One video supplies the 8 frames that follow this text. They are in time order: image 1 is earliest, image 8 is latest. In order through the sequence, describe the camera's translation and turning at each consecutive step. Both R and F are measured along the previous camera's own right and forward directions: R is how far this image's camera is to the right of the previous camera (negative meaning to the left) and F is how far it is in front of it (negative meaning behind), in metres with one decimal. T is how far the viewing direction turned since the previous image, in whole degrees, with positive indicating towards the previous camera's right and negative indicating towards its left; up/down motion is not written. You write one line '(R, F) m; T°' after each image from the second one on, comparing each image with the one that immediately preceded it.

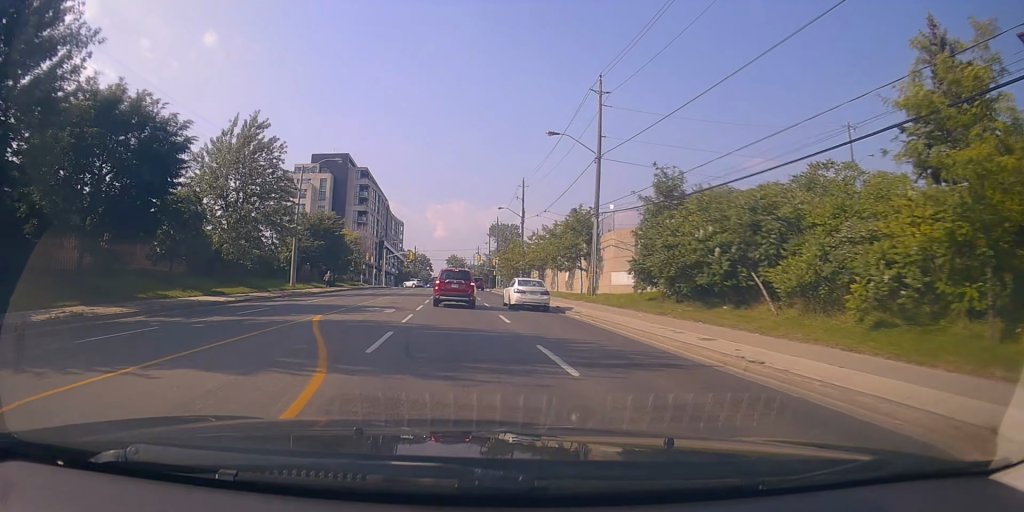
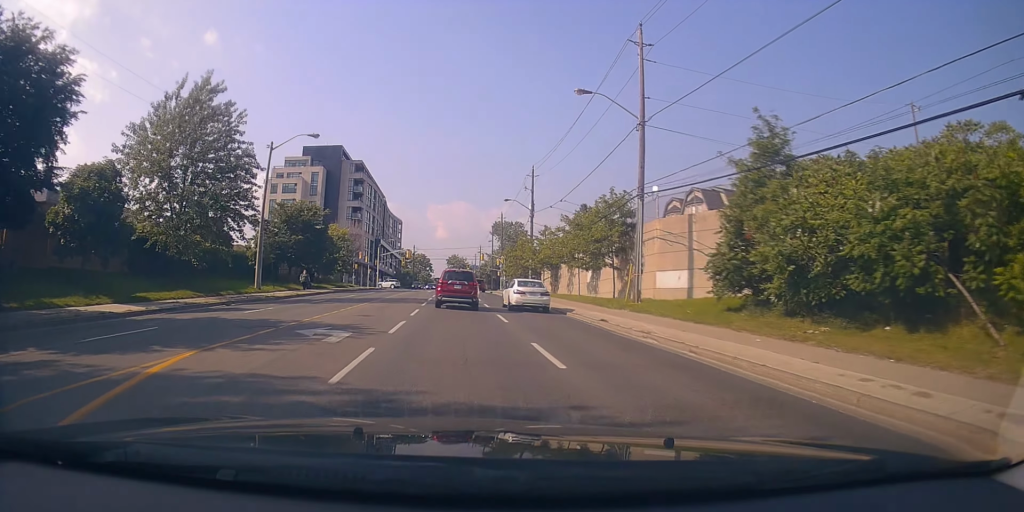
(-0.1, +8.7) m; 0°
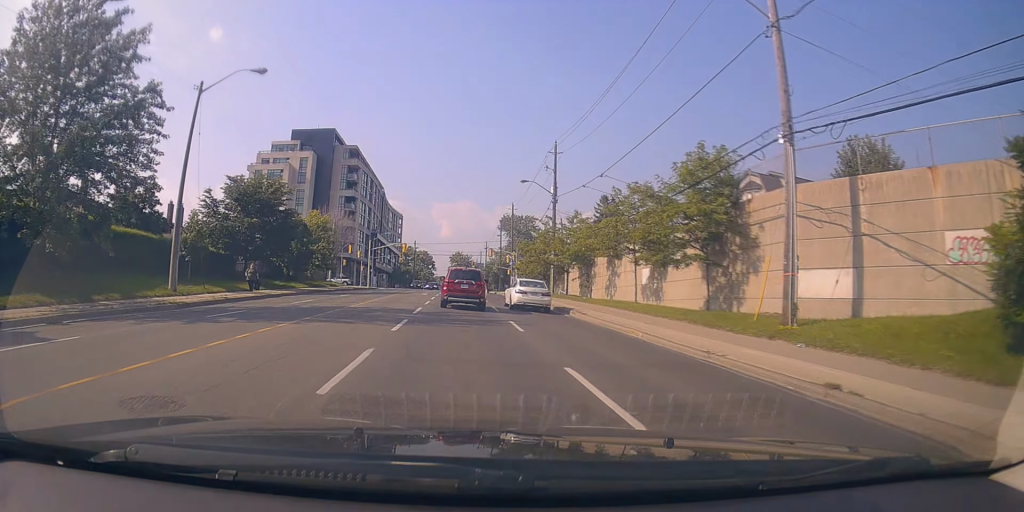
(0.0, +12.7) m; +1°
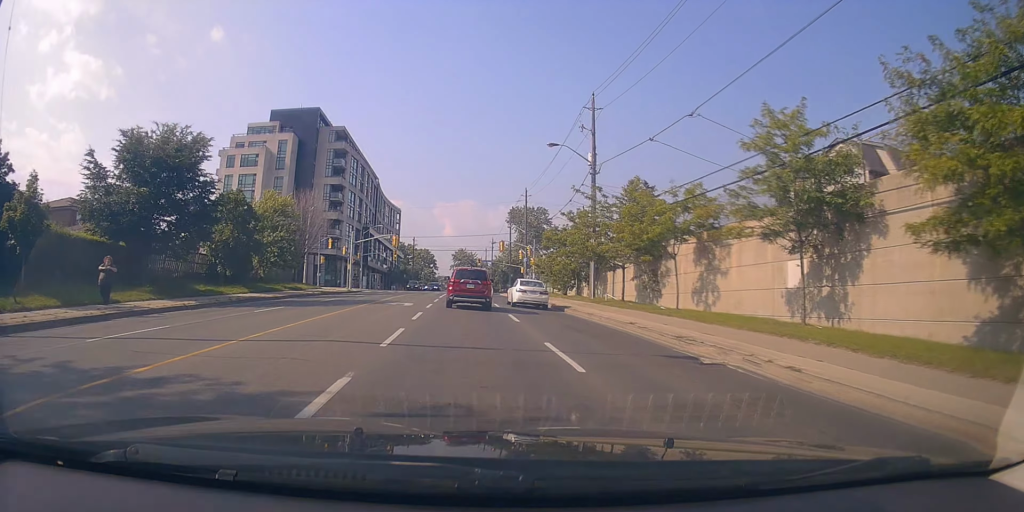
(+0.3, +15.3) m; +1°
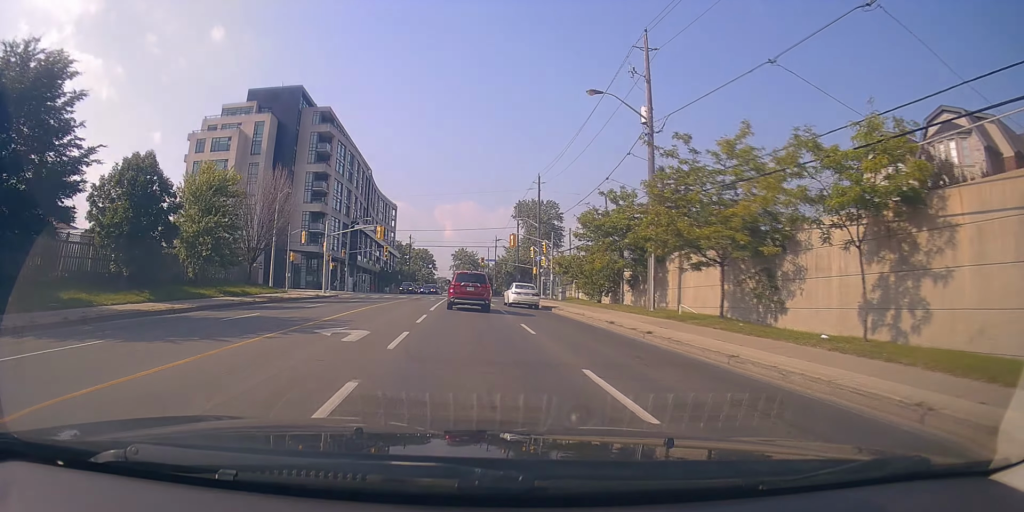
(-0.2, +12.2) m; -1°
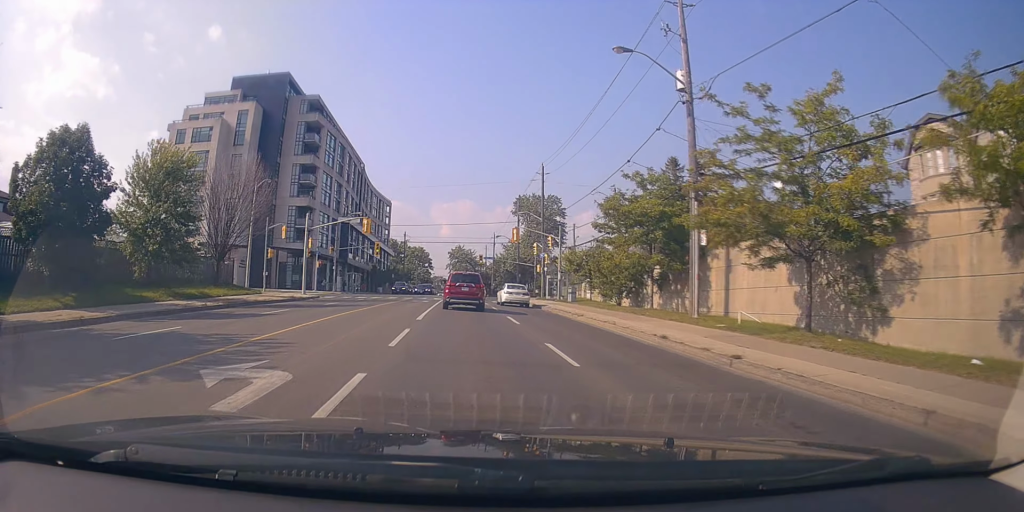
(+0.1, +5.8) m; -2°
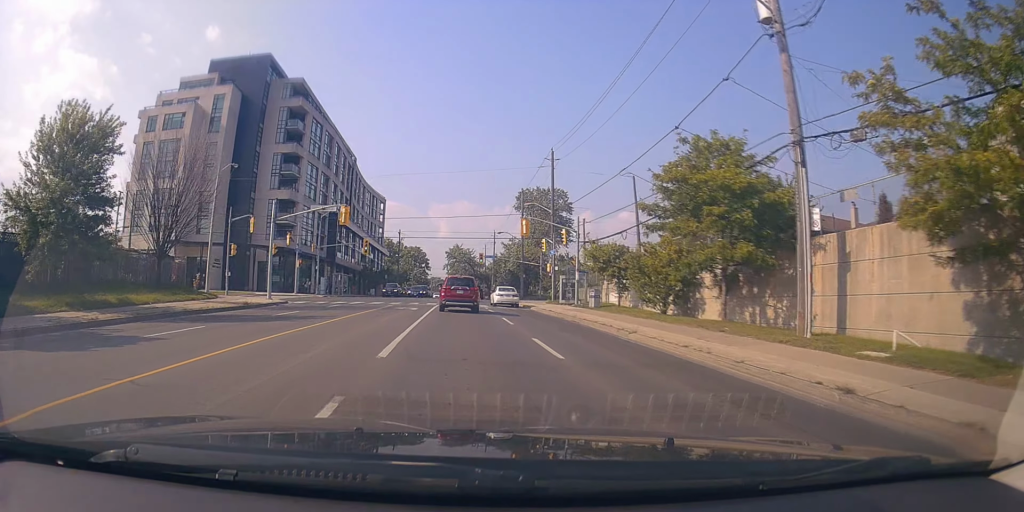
(-0.3, +8.1) m; +1°
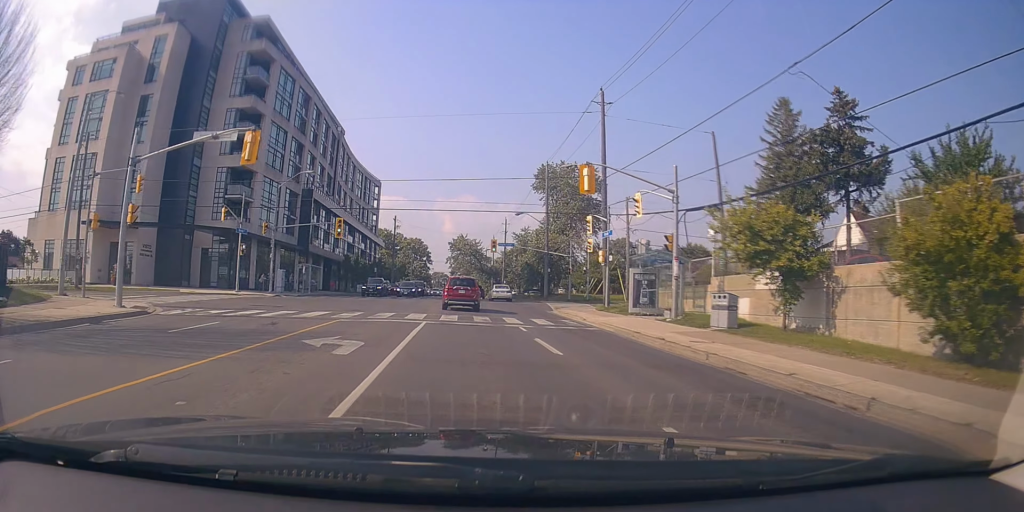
(+0.7, +17.9) m; +1°
